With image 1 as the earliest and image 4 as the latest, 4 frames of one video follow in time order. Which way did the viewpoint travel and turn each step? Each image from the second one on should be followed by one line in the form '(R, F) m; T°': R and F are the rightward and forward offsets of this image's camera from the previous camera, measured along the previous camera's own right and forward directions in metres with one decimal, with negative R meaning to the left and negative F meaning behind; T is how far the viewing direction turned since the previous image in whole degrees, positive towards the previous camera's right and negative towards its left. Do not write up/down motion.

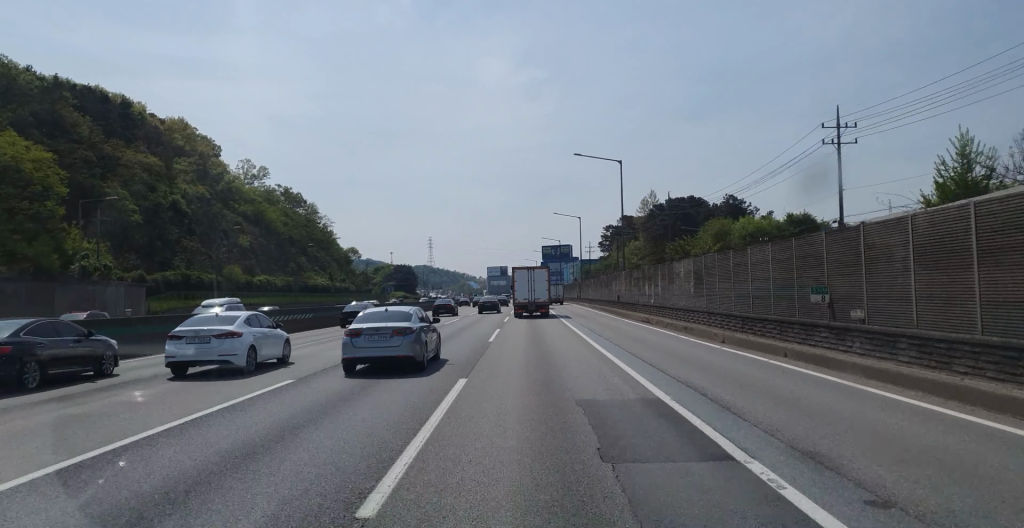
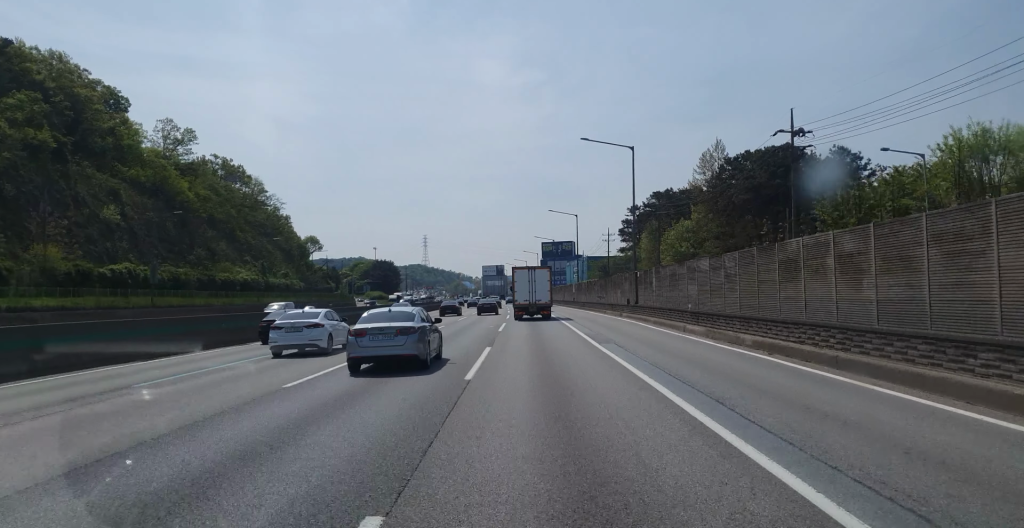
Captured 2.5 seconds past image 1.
(+0.5, +50.3) m; +1°
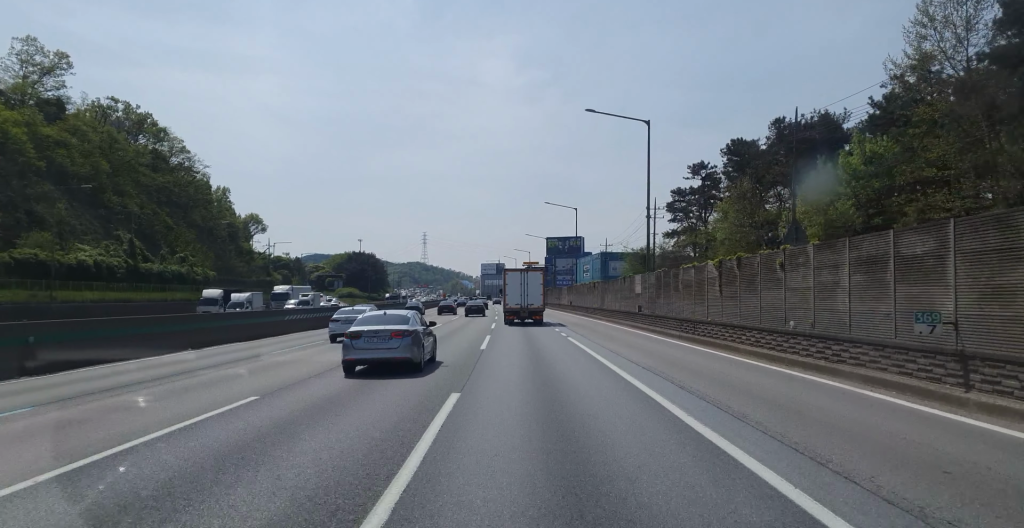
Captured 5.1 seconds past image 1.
(-0.7, +52.3) m; -1°
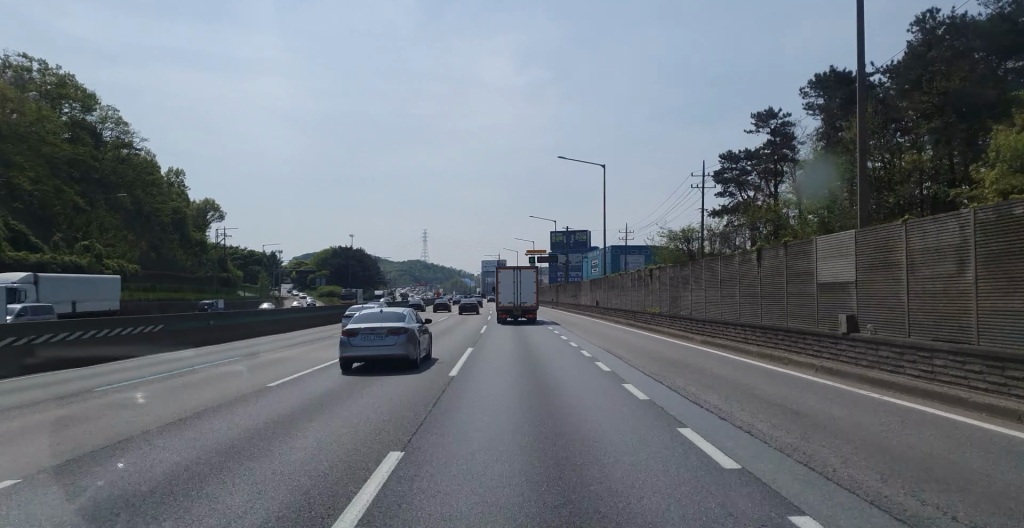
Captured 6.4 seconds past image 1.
(0.0, +26.8) m; 0°
